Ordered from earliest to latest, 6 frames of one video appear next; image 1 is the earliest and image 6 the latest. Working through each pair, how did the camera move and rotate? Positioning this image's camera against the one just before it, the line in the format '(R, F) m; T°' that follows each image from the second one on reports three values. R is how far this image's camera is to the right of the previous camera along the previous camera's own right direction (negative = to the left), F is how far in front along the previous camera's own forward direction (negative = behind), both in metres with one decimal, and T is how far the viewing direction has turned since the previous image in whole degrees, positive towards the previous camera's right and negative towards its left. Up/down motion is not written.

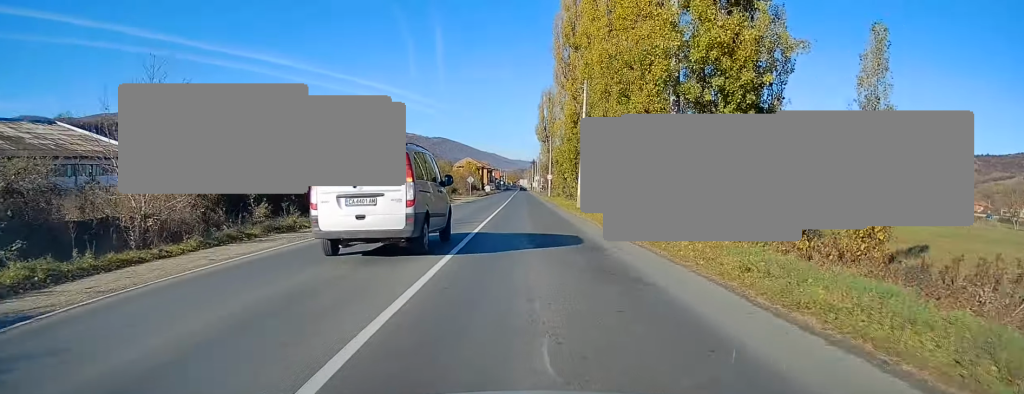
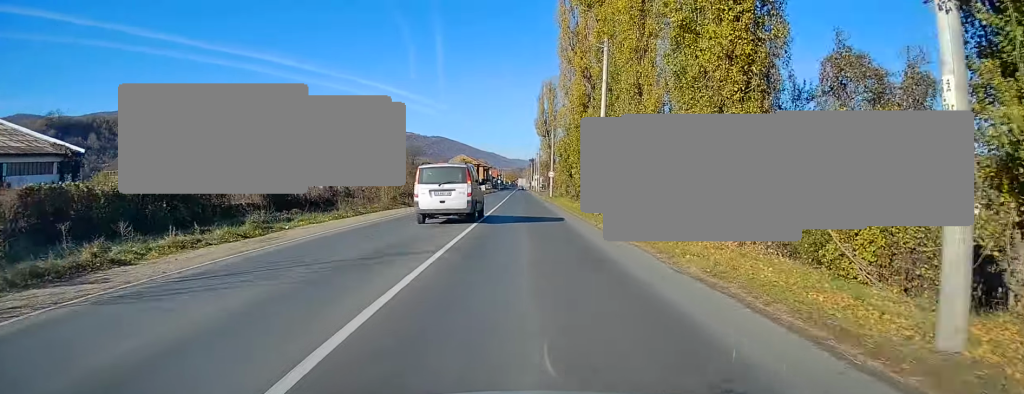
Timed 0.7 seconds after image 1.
(-0.3, +11.0) m; 0°
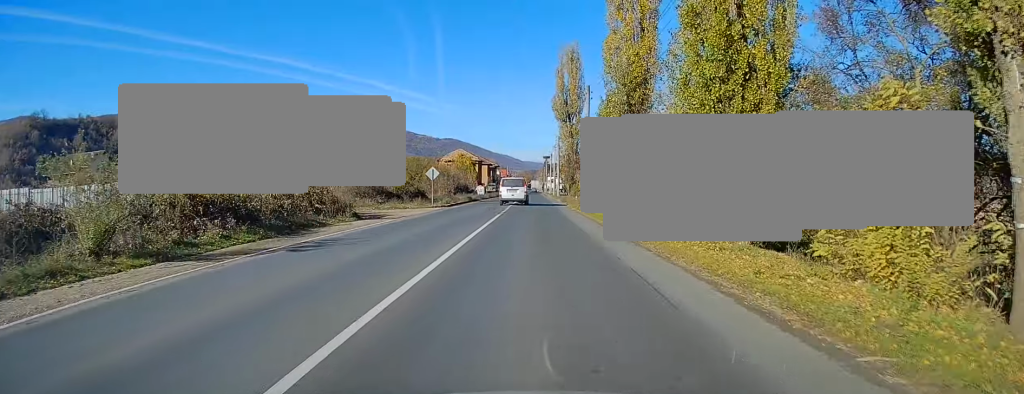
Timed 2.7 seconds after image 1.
(0.0, +30.2) m; -1°
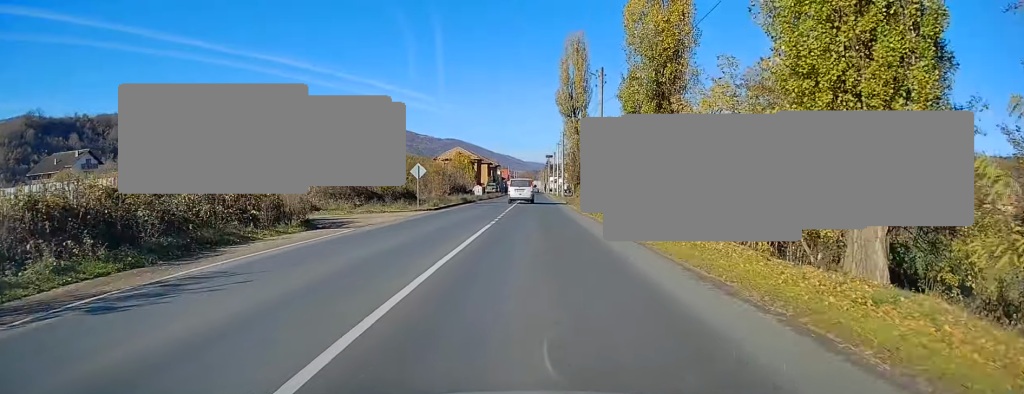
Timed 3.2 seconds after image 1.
(-0.1, +6.6) m; 0°
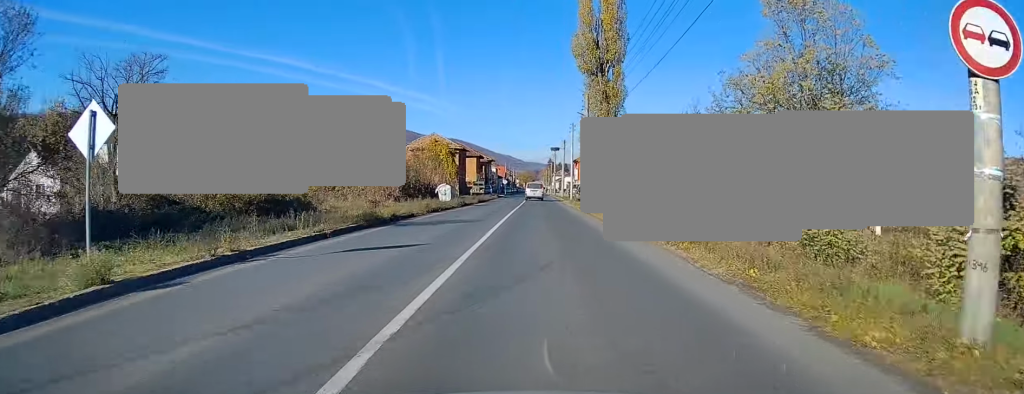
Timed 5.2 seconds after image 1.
(+0.8, +30.8) m; +1°
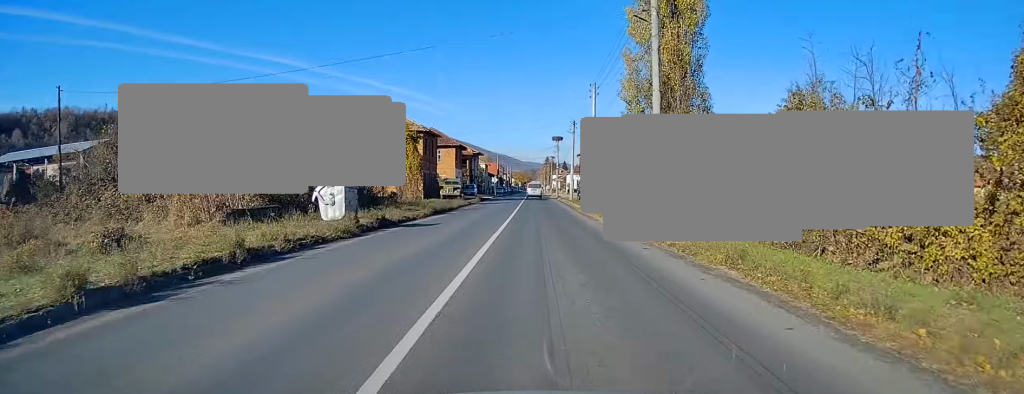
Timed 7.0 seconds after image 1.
(-0.6, +26.4) m; -1°
